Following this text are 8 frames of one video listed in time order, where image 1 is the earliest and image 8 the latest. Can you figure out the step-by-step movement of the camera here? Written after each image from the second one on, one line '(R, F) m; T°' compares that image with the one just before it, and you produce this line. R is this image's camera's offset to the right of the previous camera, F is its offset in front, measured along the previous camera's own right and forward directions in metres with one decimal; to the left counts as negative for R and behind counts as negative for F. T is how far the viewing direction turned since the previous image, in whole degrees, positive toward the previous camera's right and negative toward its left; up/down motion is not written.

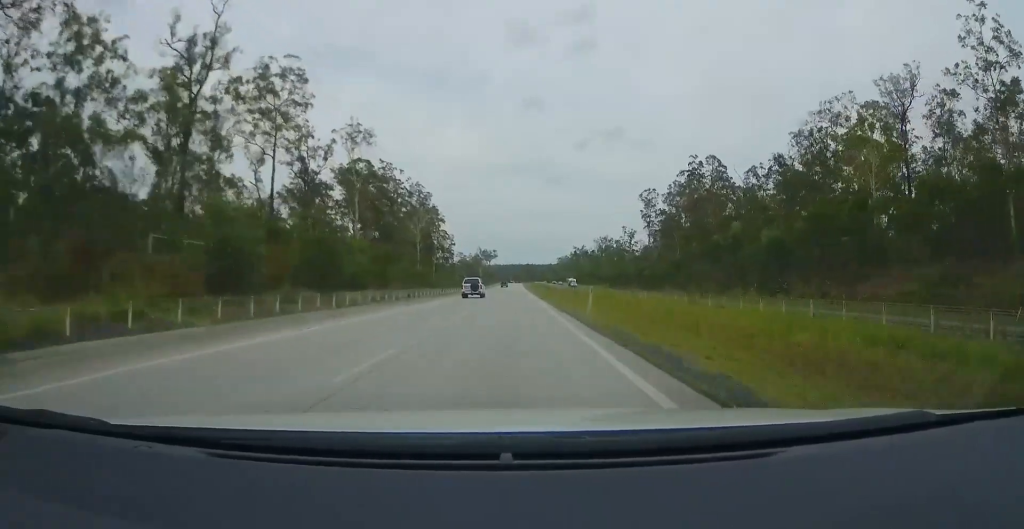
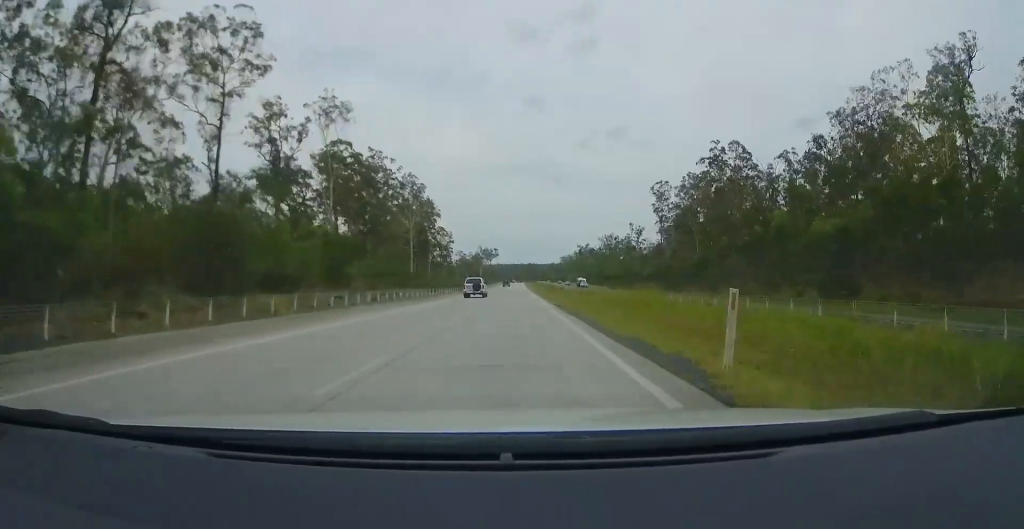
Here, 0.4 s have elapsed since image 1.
(-0.3, +13.2) m; 0°
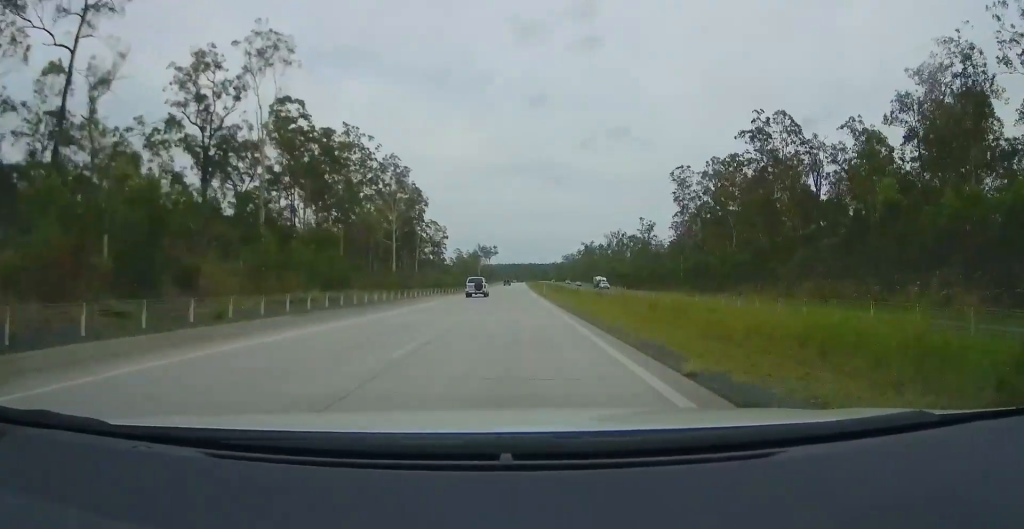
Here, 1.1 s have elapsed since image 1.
(-0.1, +20.4) m; 0°
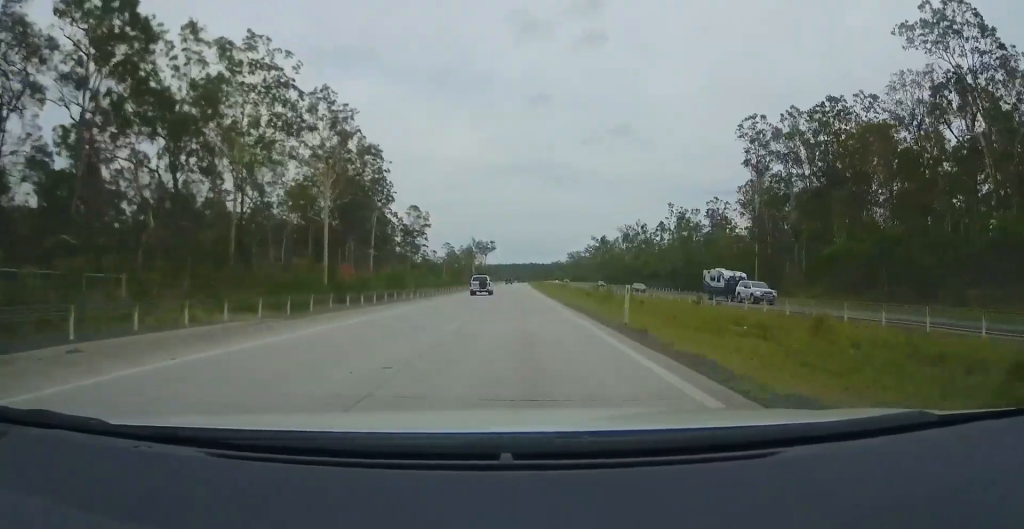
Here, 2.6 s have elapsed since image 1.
(+0.6, +45.8) m; 0°
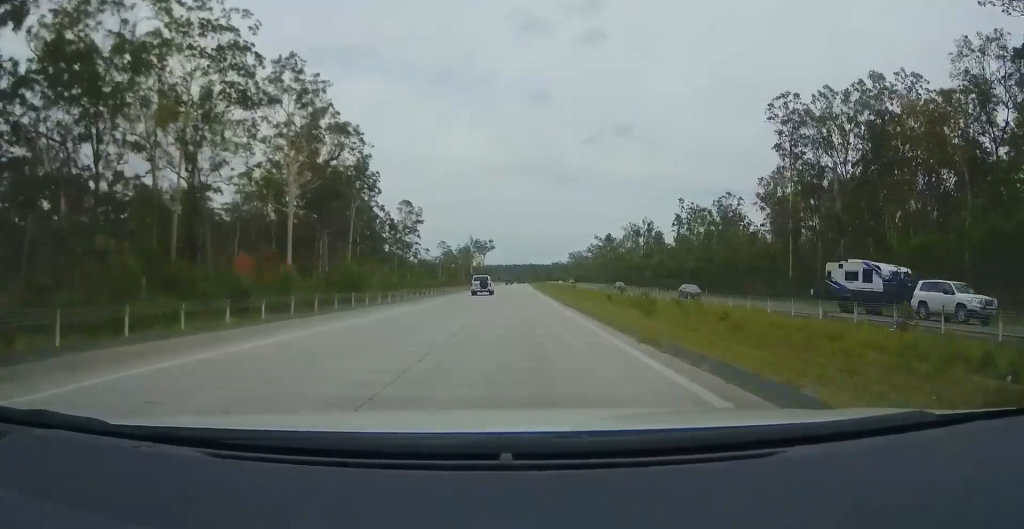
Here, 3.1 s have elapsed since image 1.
(0.0, +13.3) m; 0°
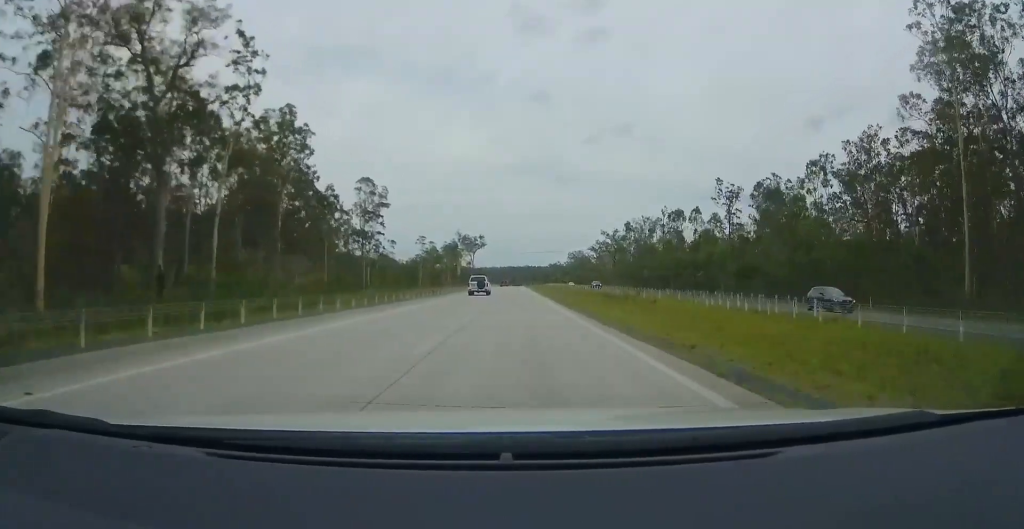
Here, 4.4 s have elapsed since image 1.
(-0.1, +38.6) m; 0°
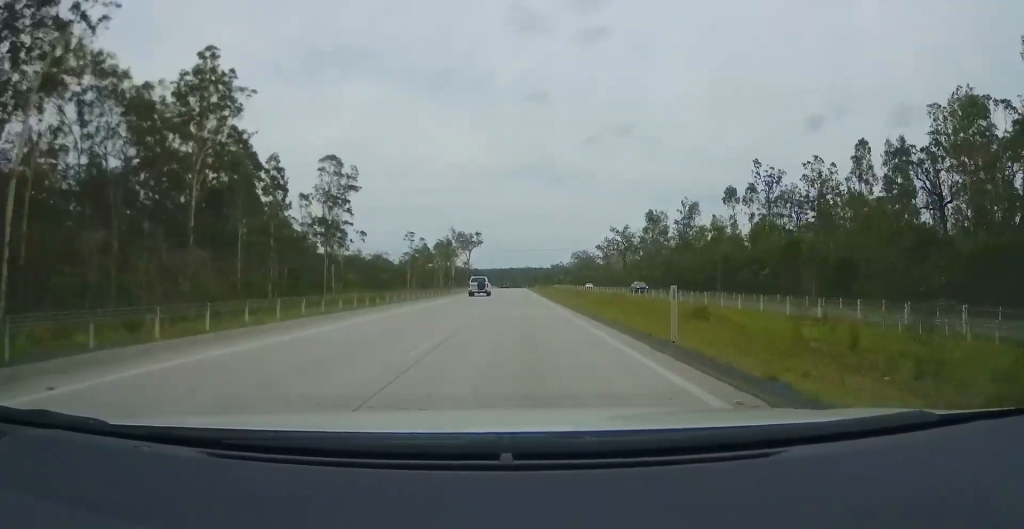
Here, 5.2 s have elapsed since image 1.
(+0.2, +24.0) m; 0°
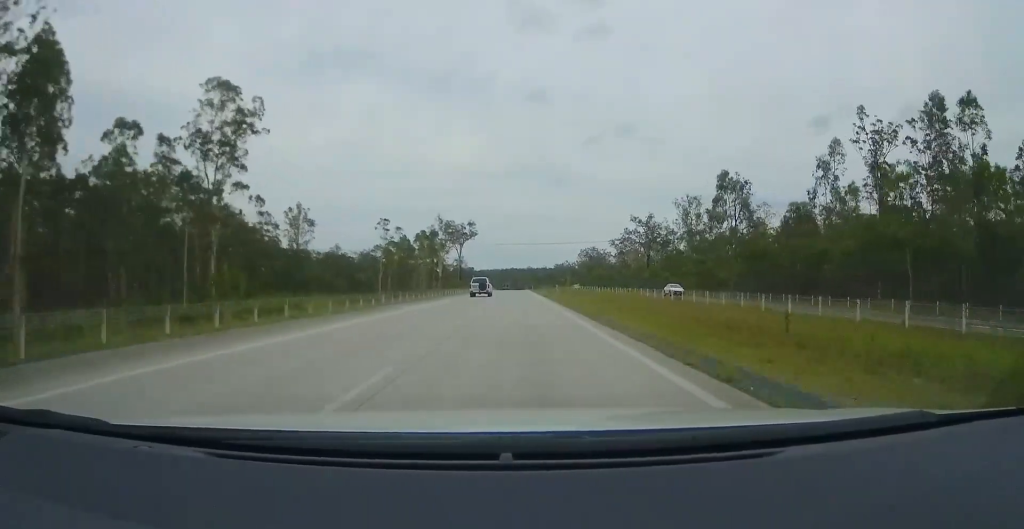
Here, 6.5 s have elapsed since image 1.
(0.0, +40.9) m; 0°
